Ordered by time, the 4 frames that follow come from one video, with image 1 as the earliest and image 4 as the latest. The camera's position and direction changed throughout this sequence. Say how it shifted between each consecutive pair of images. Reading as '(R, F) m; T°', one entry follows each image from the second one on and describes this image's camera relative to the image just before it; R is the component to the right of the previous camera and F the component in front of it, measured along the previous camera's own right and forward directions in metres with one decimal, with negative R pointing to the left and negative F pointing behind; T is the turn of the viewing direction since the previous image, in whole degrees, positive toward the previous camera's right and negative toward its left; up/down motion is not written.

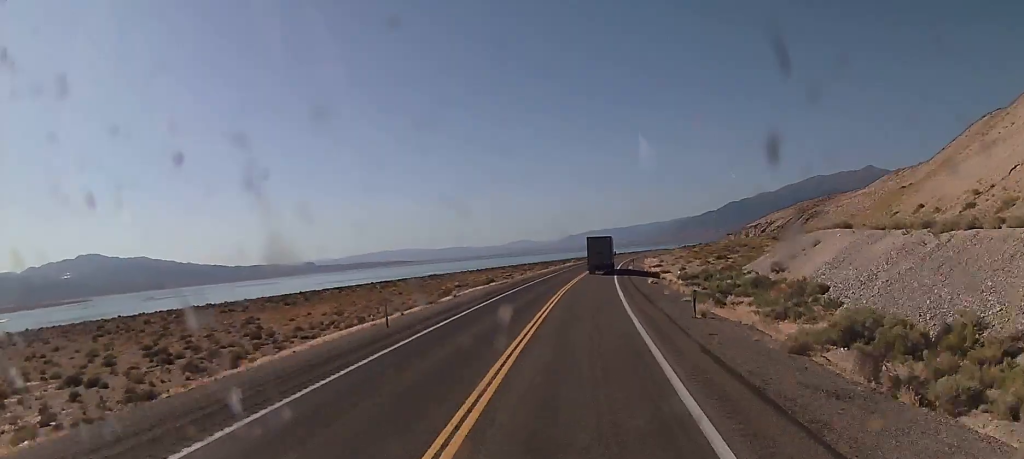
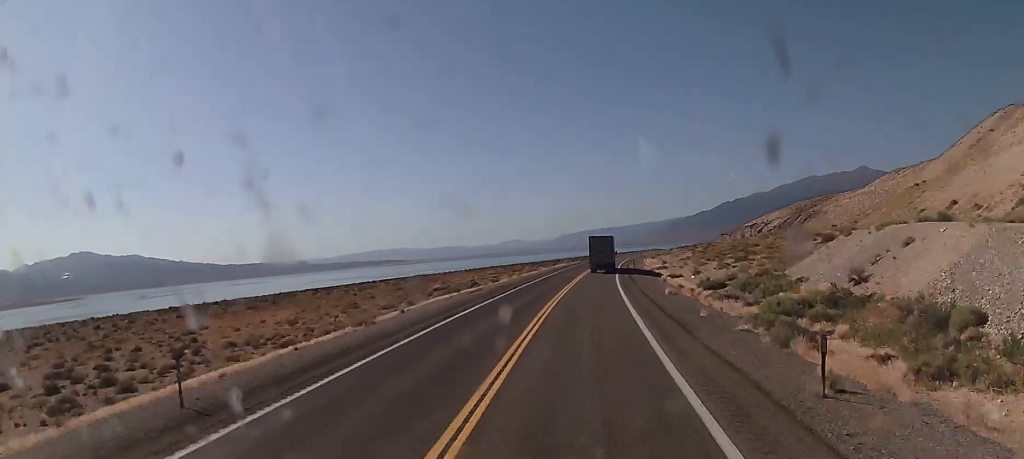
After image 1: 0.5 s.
(-0.1, +14.4) m; +1°
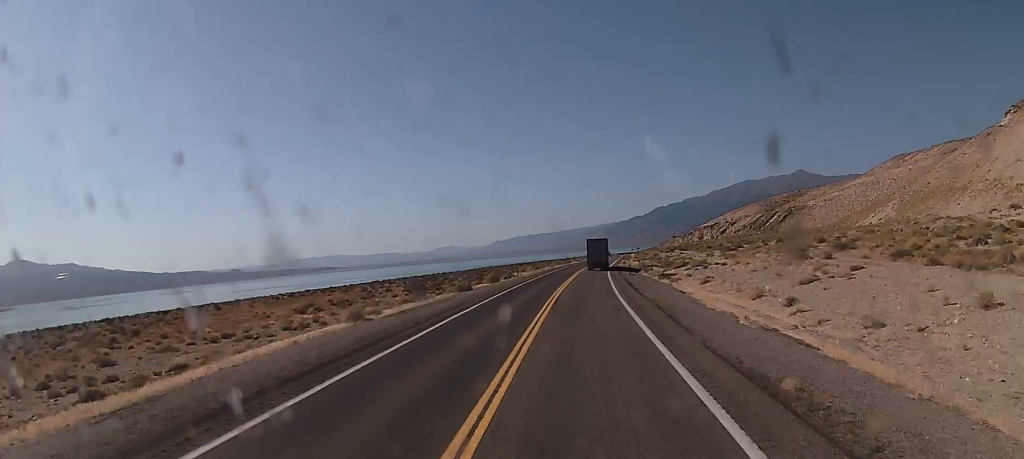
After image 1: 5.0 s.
(+4.1, +119.4) m; +4°
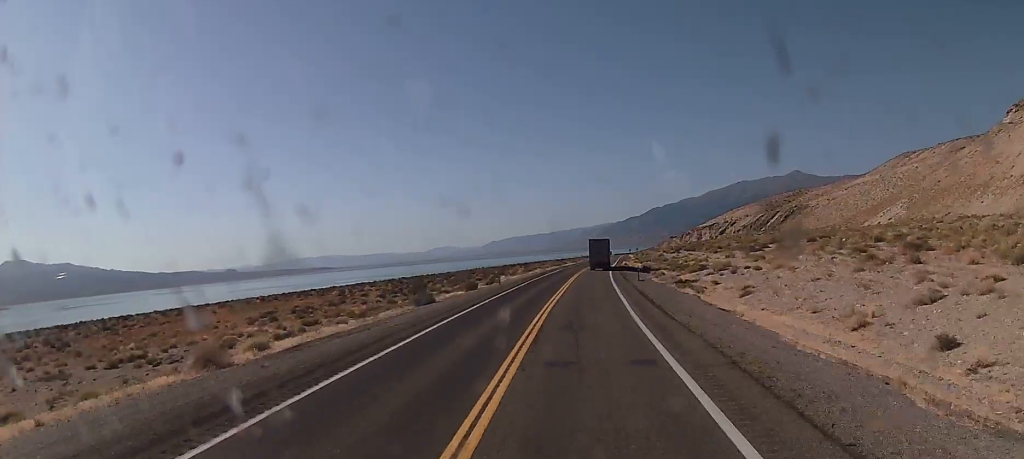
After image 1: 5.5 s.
(-0.1, +14.3) m; +1°
